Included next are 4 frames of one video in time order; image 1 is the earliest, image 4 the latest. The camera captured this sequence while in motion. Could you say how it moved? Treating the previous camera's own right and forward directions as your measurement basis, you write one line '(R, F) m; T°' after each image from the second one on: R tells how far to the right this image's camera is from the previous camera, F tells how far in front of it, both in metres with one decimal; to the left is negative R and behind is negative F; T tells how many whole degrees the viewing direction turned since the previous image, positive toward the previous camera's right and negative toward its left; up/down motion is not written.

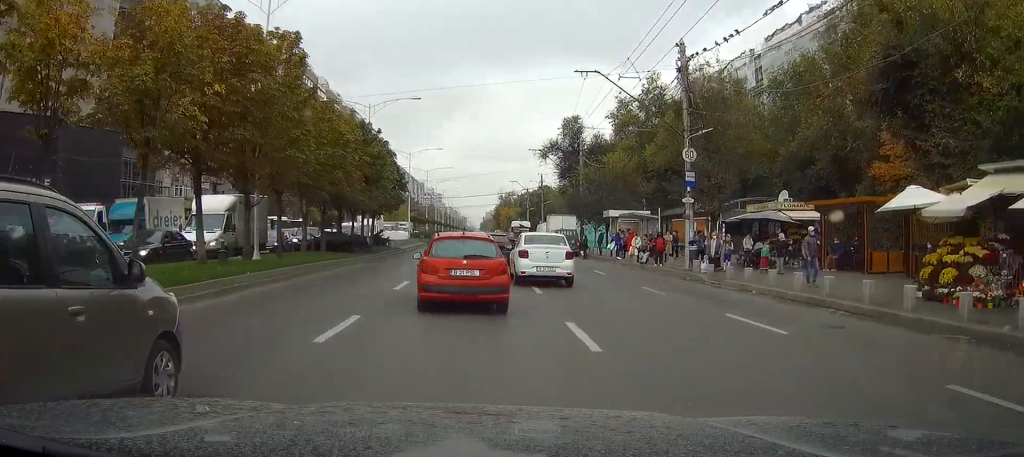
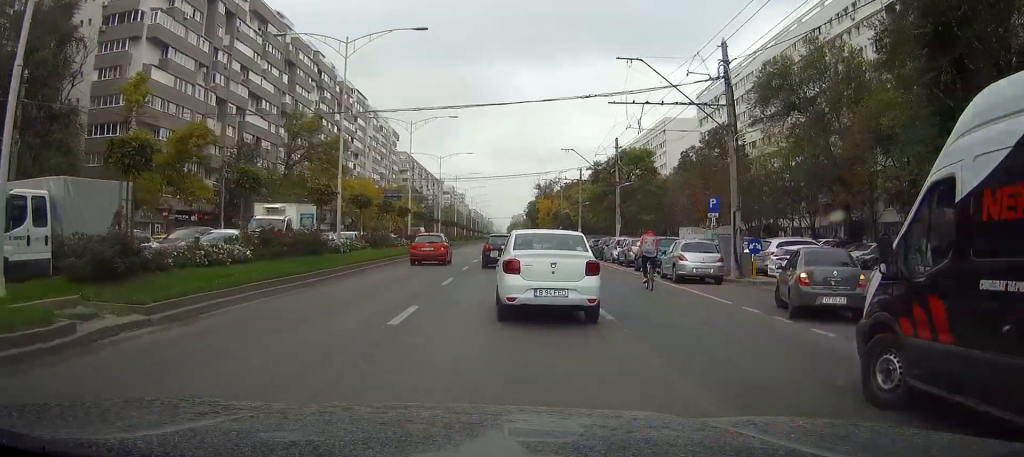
(-3.2, +68.0) m; -5°
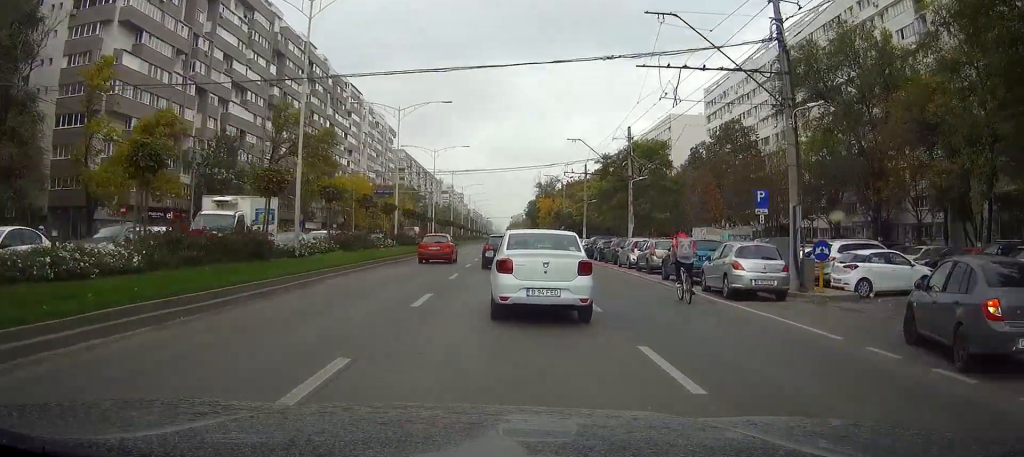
(+0.1, +6.1) m; +1°
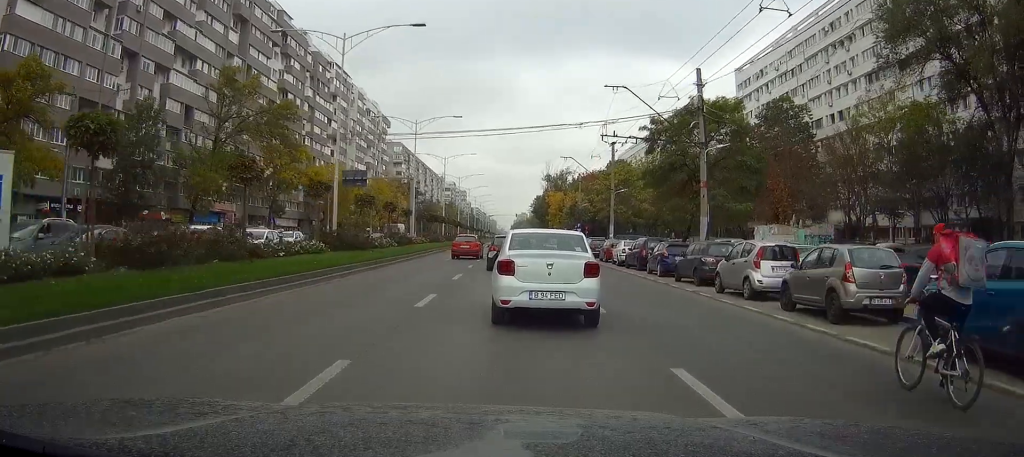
(+0.2, +18.0) m; +1°
